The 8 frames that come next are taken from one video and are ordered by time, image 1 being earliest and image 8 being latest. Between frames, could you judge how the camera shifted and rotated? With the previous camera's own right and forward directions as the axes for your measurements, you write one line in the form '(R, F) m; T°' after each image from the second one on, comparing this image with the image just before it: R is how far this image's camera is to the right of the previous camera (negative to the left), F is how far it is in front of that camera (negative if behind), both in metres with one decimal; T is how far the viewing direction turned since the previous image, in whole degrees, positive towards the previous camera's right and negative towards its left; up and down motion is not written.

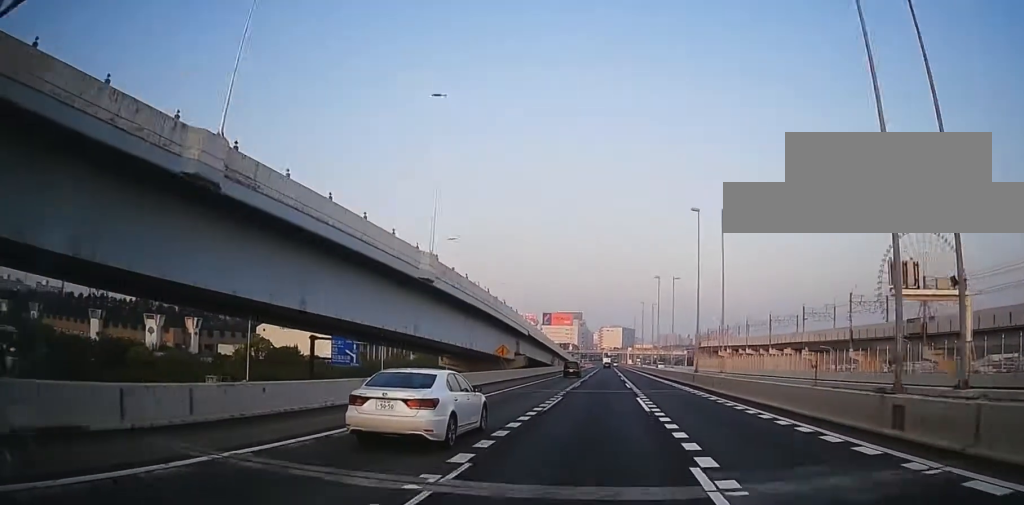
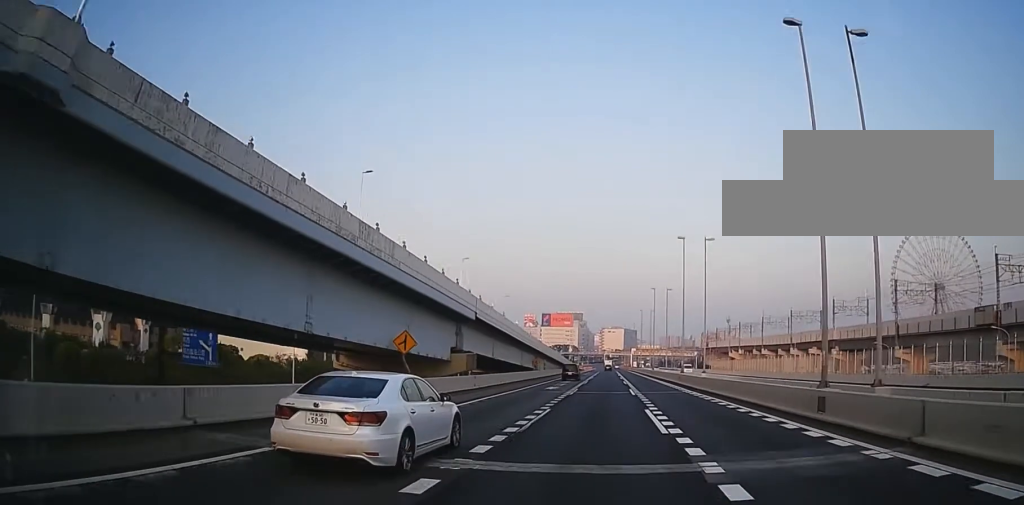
(0.0, +27.3) m; 0°
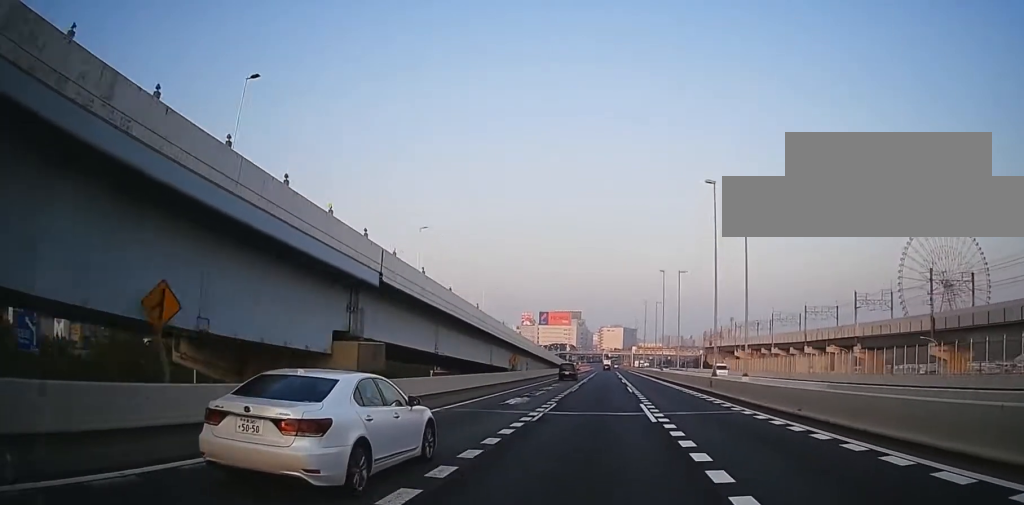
(0.0, +17.3) m; 0°
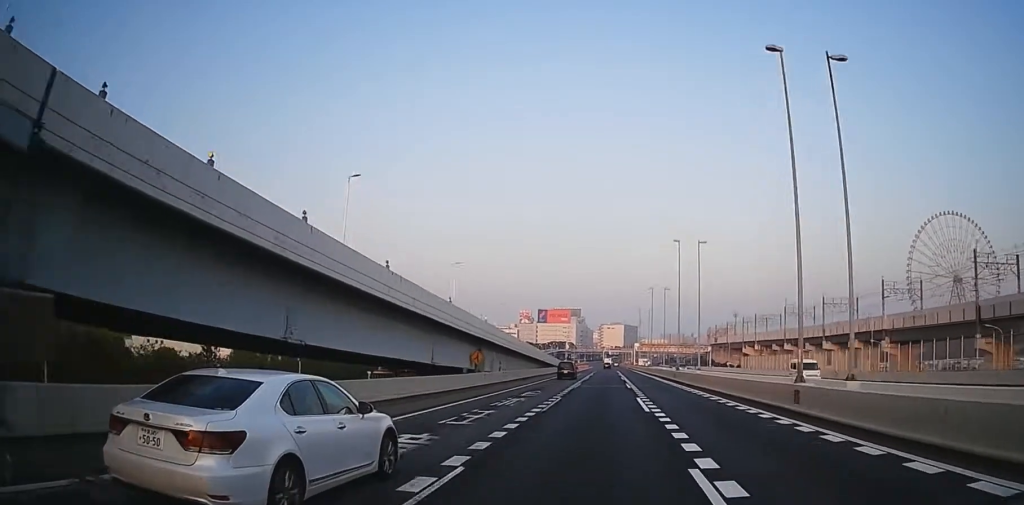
(0.0, +17.3) m; 0°
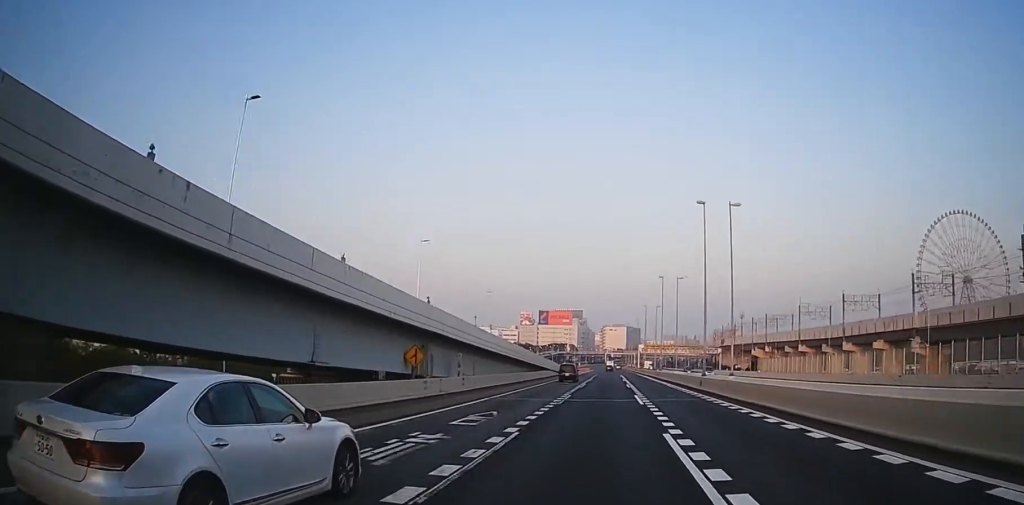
(0.0, +14.6) m; 0°
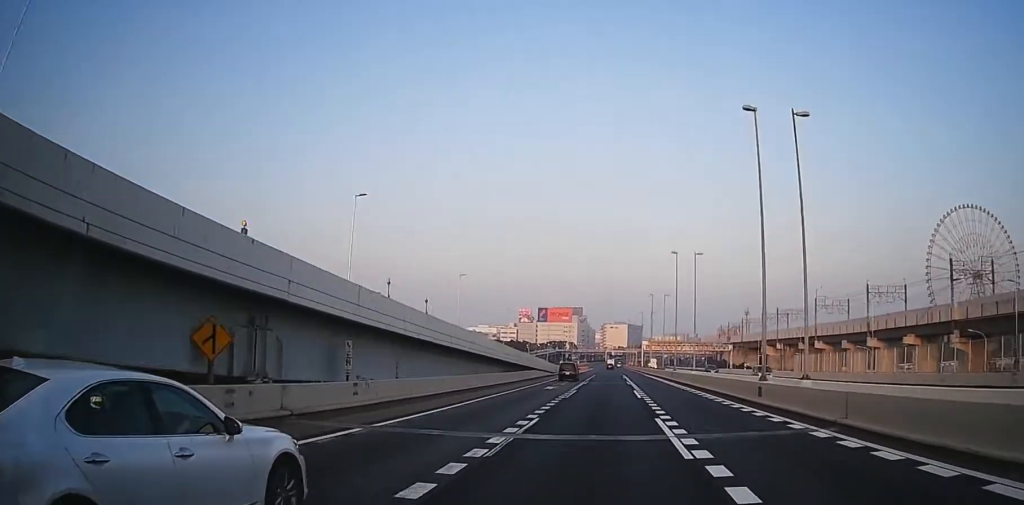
(0.0, +17.3) m; 0°
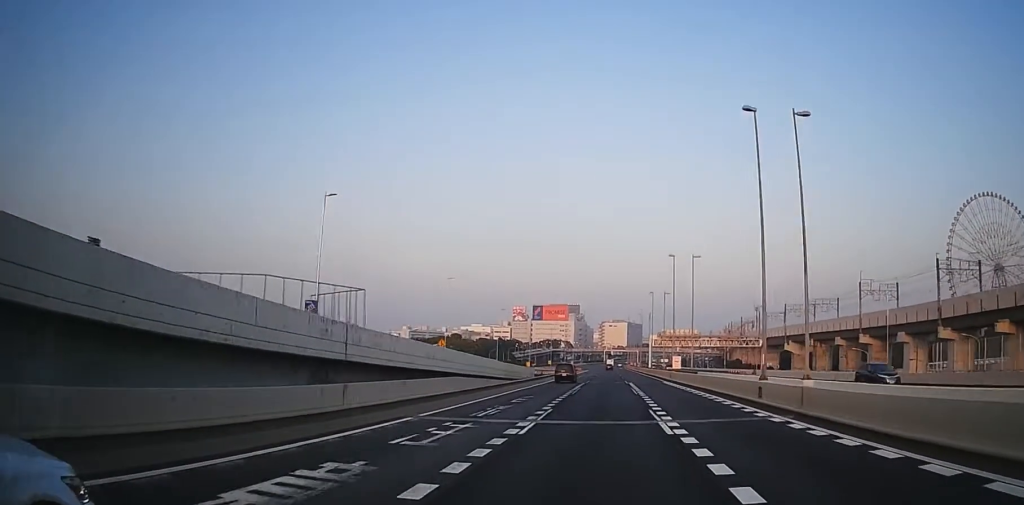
(-0.1, +37.2) m; 0°
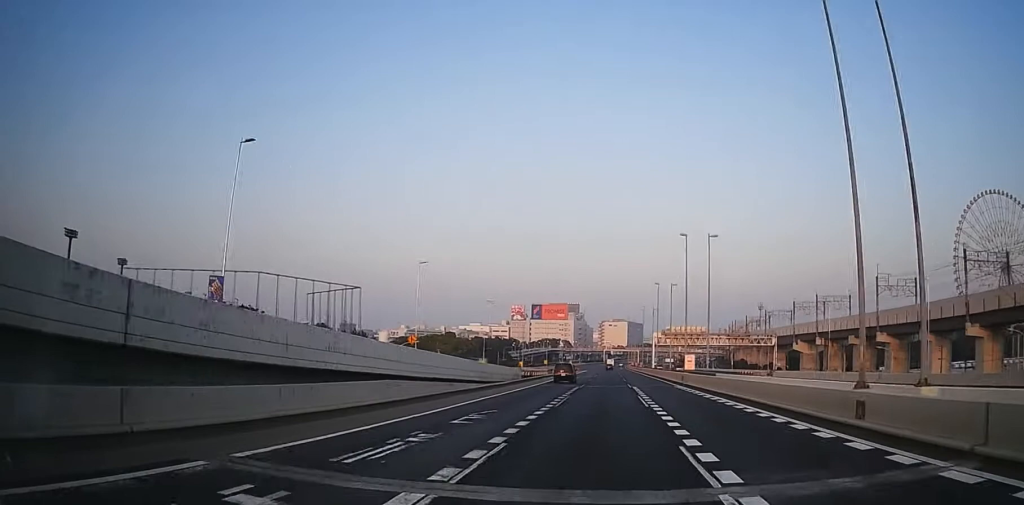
(-0.1, +11.8) m; 0°
